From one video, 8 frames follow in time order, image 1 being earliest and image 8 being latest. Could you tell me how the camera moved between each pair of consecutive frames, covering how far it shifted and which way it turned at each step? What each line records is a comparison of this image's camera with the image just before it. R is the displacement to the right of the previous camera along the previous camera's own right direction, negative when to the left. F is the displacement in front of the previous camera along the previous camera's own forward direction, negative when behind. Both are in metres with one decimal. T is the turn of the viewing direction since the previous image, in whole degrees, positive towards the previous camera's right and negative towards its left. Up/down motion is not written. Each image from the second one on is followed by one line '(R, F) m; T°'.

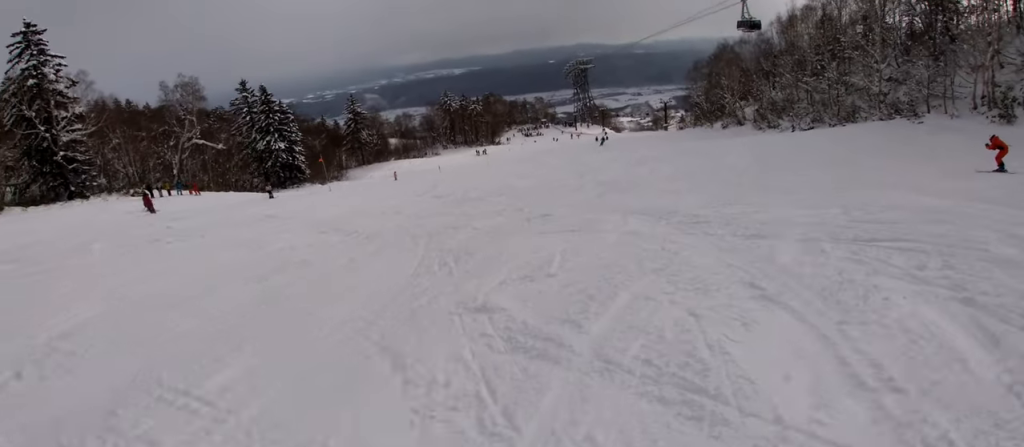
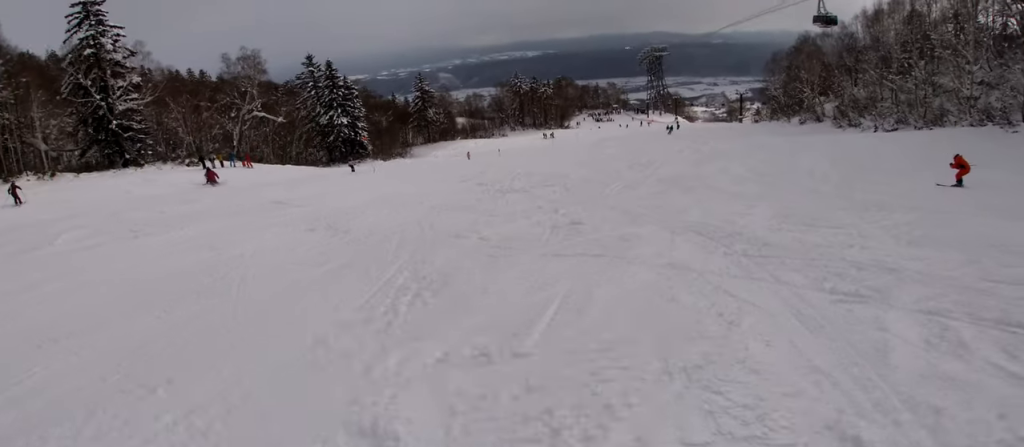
(0.0, +2.5) m; -6°
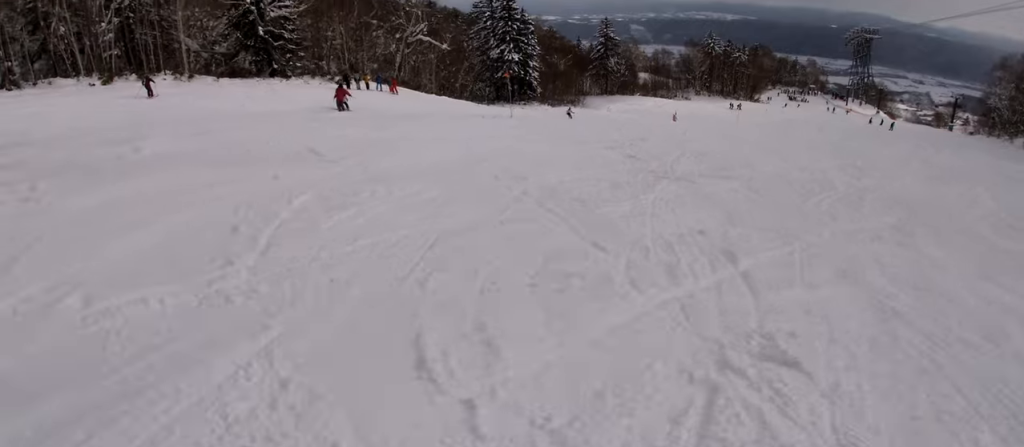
(-1.1, +6.6) m; -9°
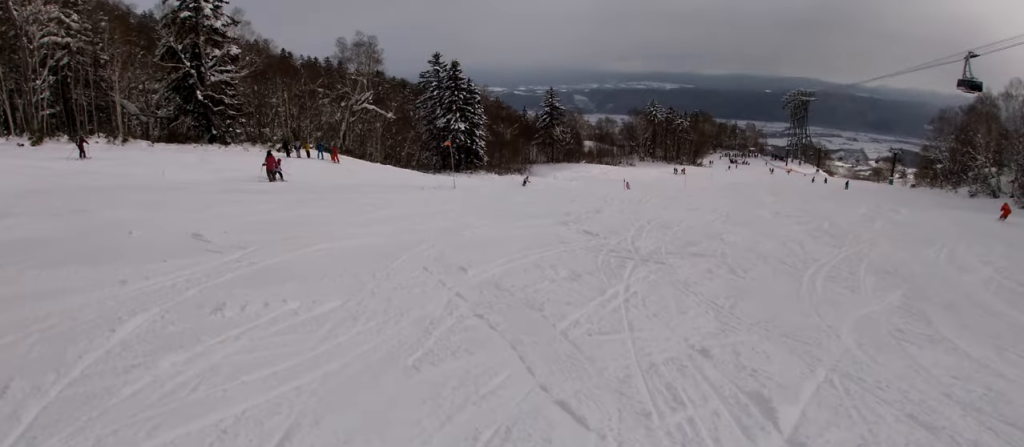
(-0.7, +2.6) m; 0°
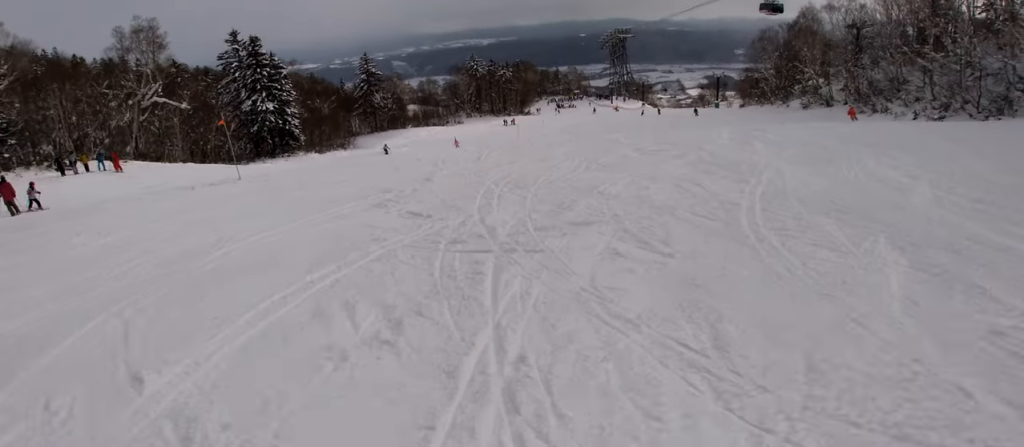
(+1.4, +4.7) m; +10°
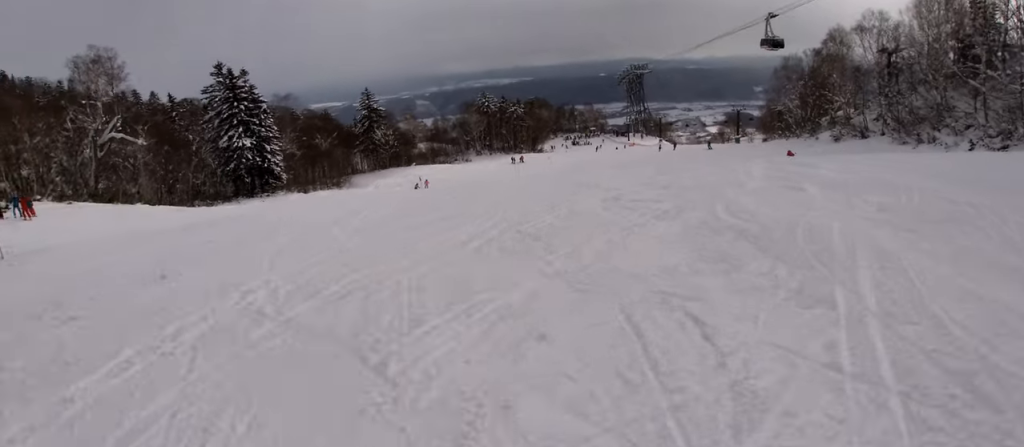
(+0.1, +8.3) m; +1°
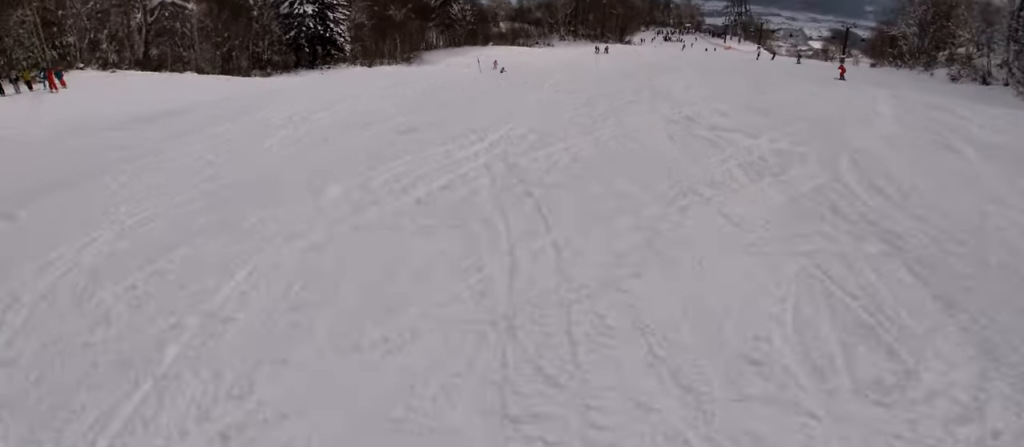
(+0.3, +3.3) m; -7°
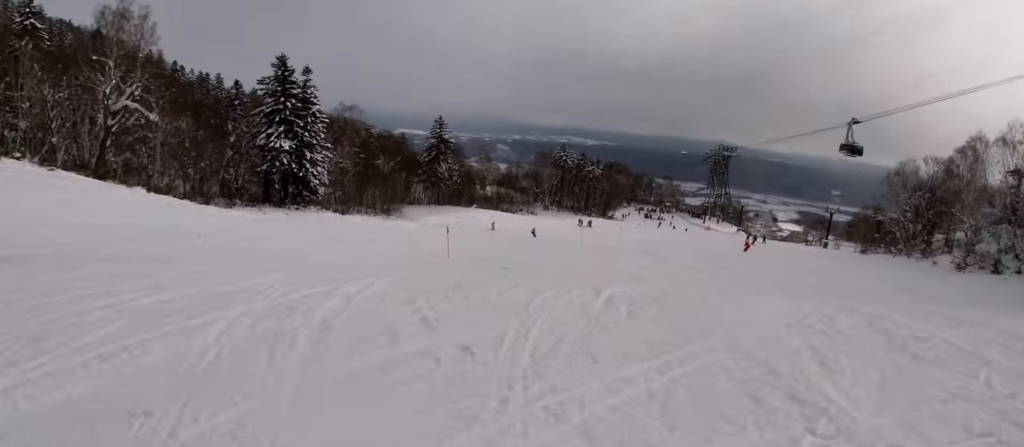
(-1.6, +7.4) m; -4°
